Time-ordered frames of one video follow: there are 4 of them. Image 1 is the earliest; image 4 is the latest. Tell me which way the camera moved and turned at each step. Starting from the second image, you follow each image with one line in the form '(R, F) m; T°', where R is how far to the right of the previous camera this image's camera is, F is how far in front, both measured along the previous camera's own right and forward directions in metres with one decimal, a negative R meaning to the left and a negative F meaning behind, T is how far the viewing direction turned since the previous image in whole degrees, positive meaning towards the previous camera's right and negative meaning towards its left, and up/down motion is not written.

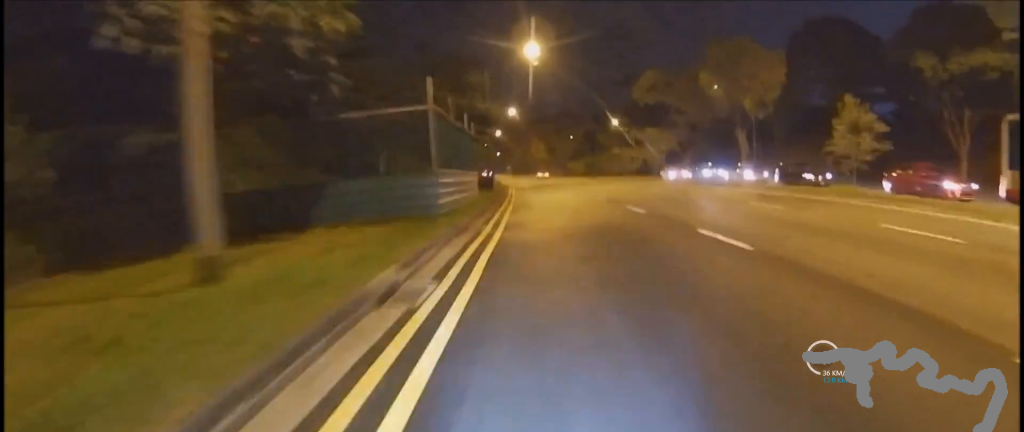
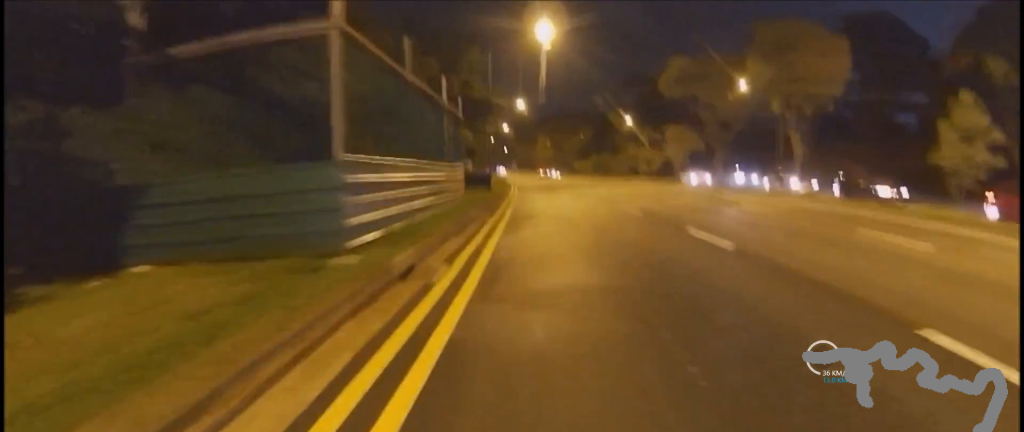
(0.0, +5.2) m; 0°
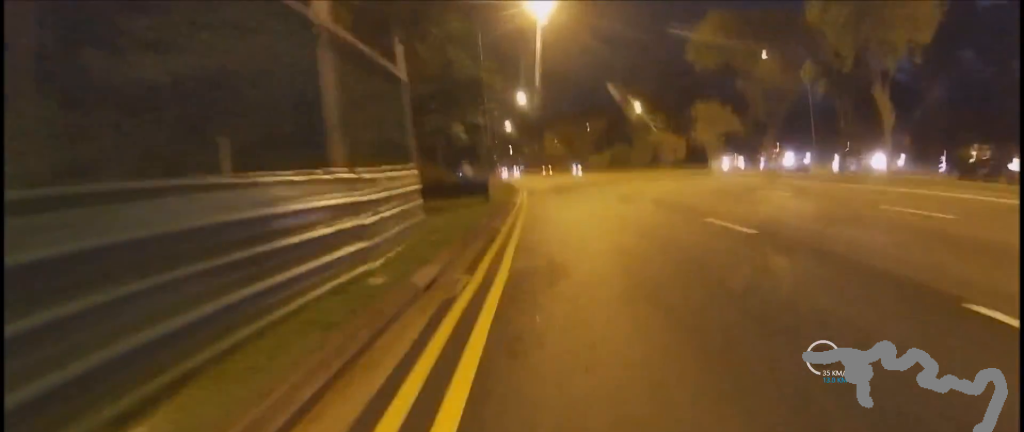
(0.0, +6.3) m; 0°
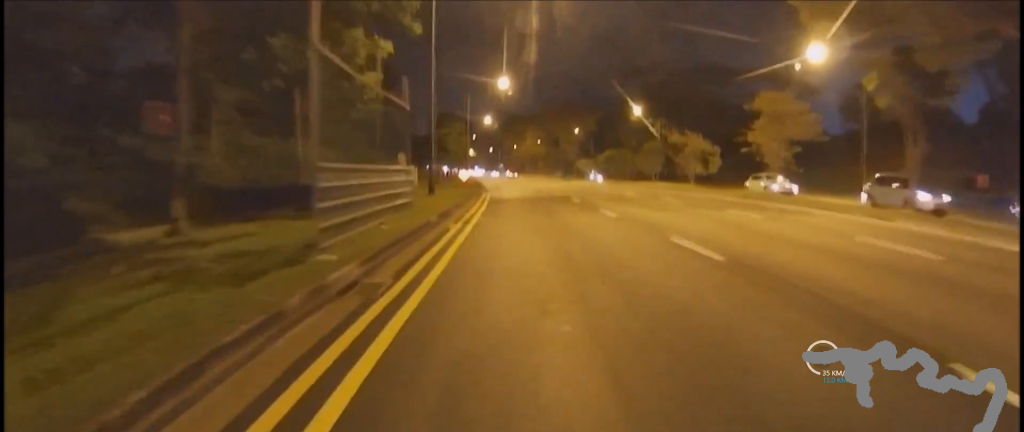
(0.0, +12.5) m; 0°
